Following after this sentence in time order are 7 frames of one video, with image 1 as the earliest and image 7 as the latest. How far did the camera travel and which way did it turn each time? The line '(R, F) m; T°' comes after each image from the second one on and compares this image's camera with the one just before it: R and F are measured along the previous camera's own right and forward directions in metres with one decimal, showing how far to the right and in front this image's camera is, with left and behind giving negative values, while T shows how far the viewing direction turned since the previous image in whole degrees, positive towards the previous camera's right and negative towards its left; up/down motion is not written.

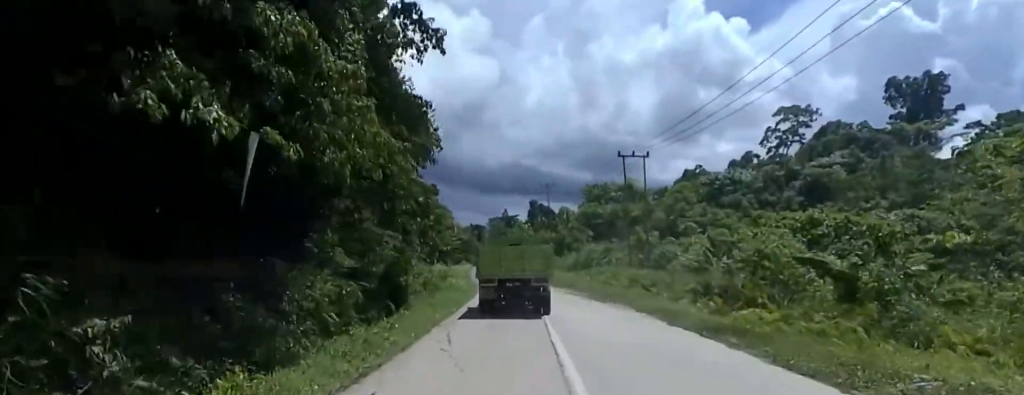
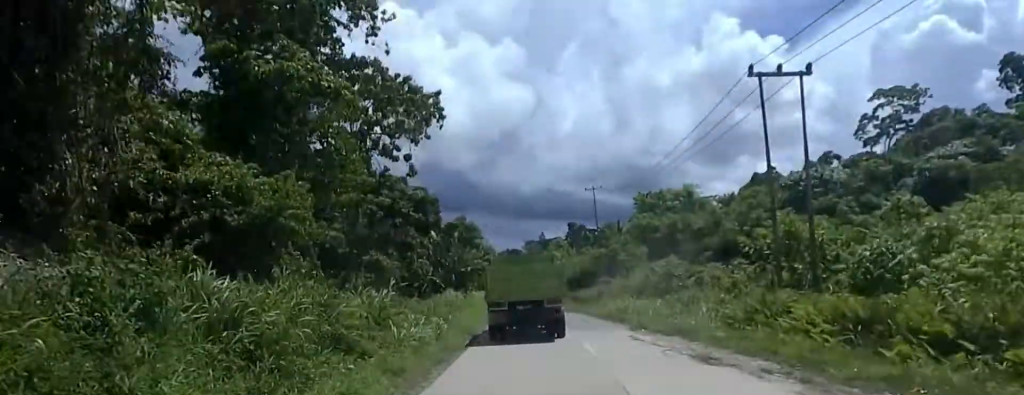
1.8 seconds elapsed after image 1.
(-1.7, +18.7) m; -5°
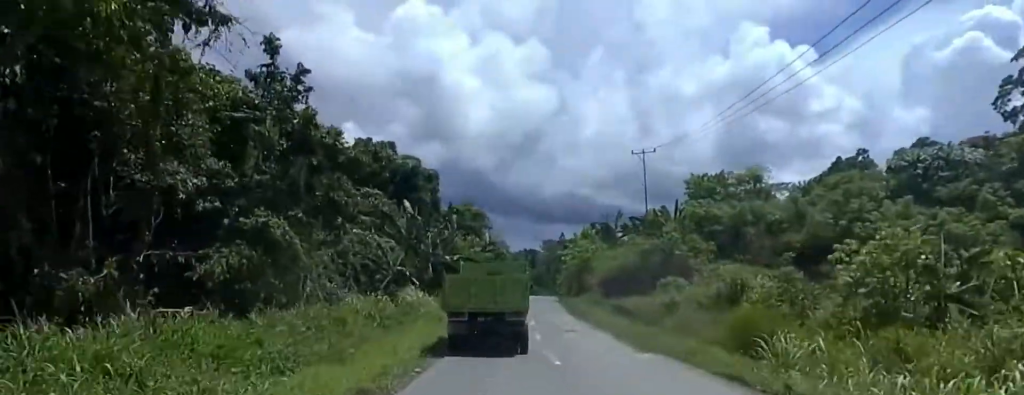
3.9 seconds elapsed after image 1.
(-2.2, +21.7) m; -3°
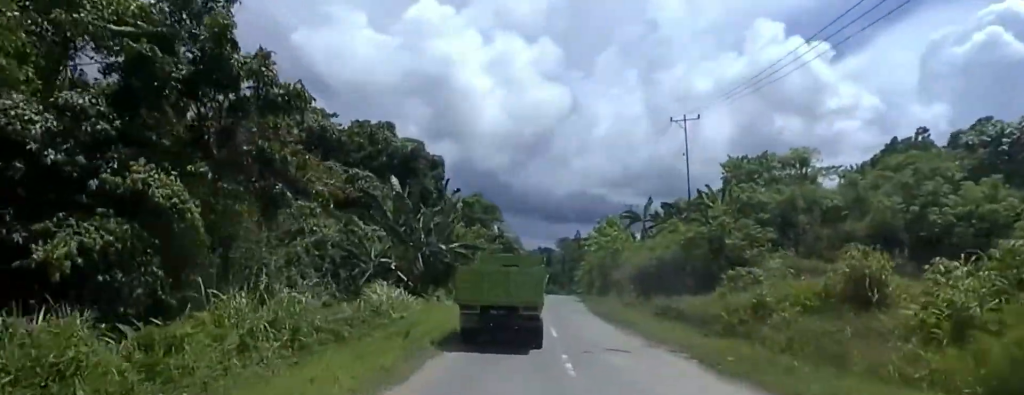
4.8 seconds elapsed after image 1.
(+1.4, +9.5) m; +4°
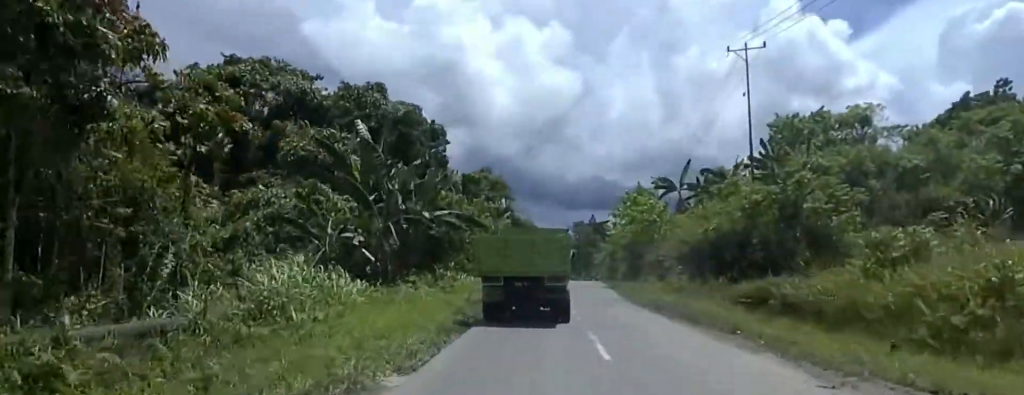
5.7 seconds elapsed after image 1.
(-0.3, +11.4) m; -4°
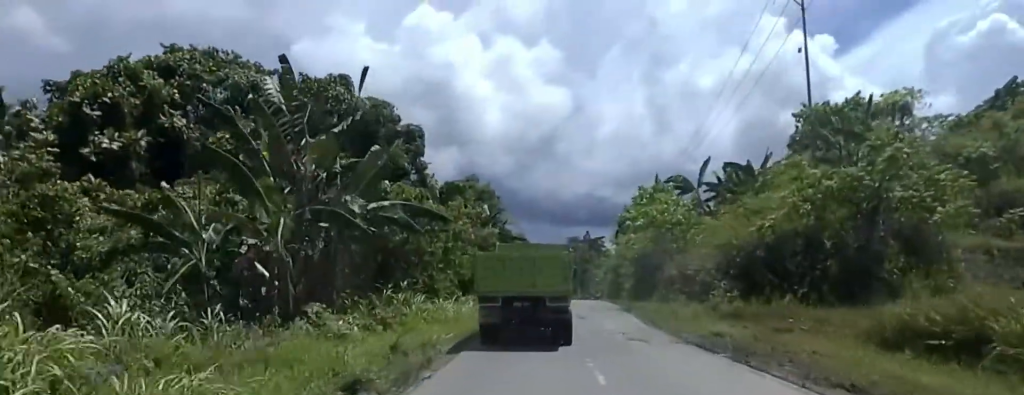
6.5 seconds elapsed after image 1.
(-0.6, +12.0) m; -4°
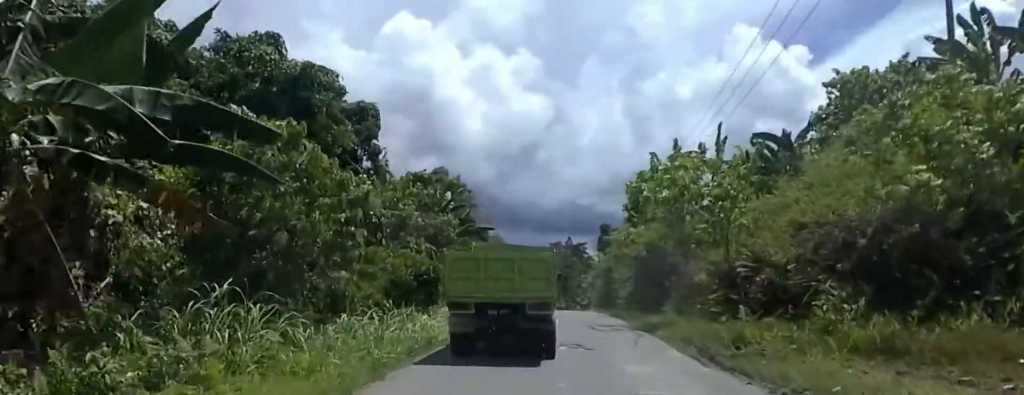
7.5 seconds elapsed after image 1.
(-0.2, +10.7) m; -1°
